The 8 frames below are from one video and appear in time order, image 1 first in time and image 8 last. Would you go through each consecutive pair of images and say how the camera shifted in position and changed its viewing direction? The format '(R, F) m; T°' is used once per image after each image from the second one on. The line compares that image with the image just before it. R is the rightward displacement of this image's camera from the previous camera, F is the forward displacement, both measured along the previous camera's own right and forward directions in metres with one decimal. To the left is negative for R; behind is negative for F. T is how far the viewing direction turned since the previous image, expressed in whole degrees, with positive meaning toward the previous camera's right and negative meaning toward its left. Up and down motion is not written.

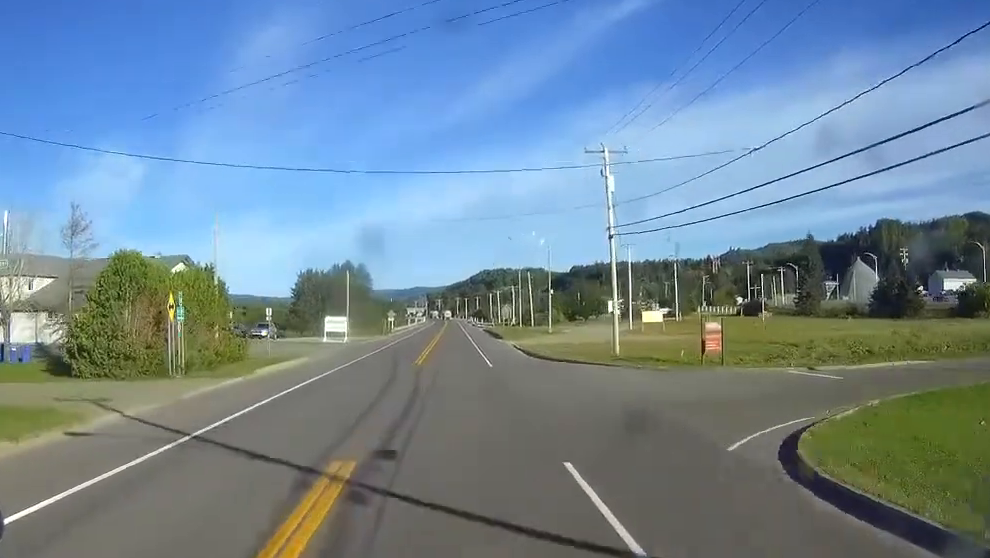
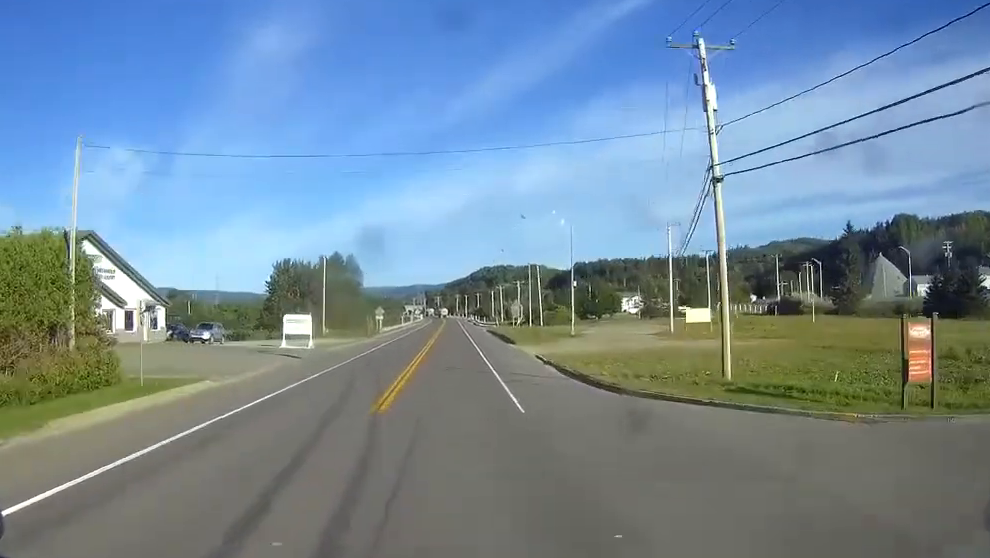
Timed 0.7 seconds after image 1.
(+0.1, +19.5) m; 0°
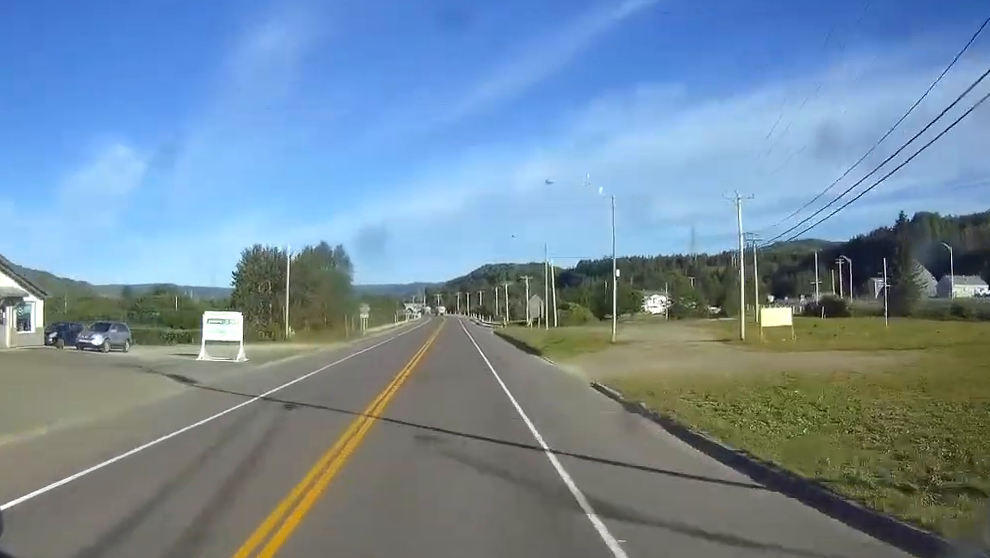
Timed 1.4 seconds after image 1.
(0.0, +20.5) m; 0°
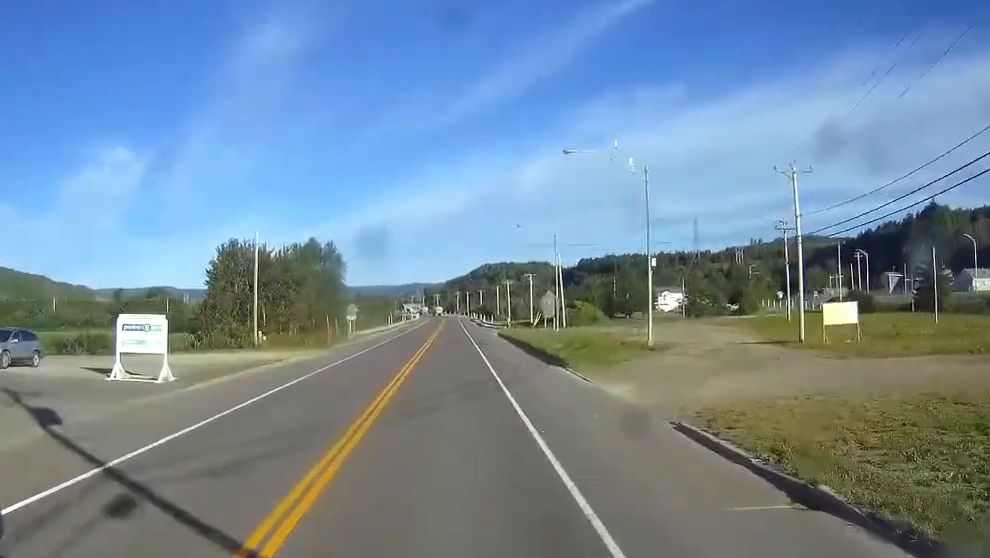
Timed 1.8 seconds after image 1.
(0.0, +11.2) m; 0°
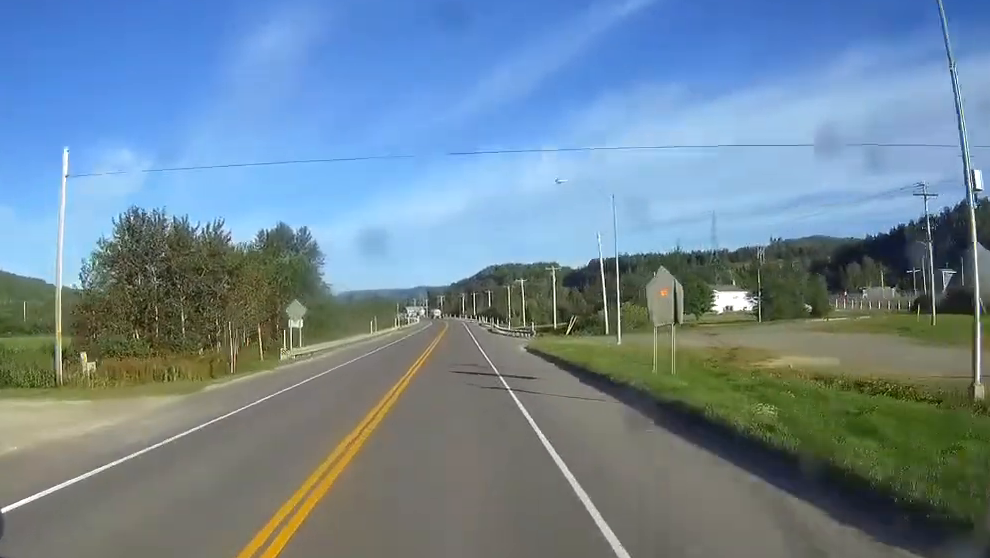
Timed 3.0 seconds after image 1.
(-0.1, +31.6) m; 0°
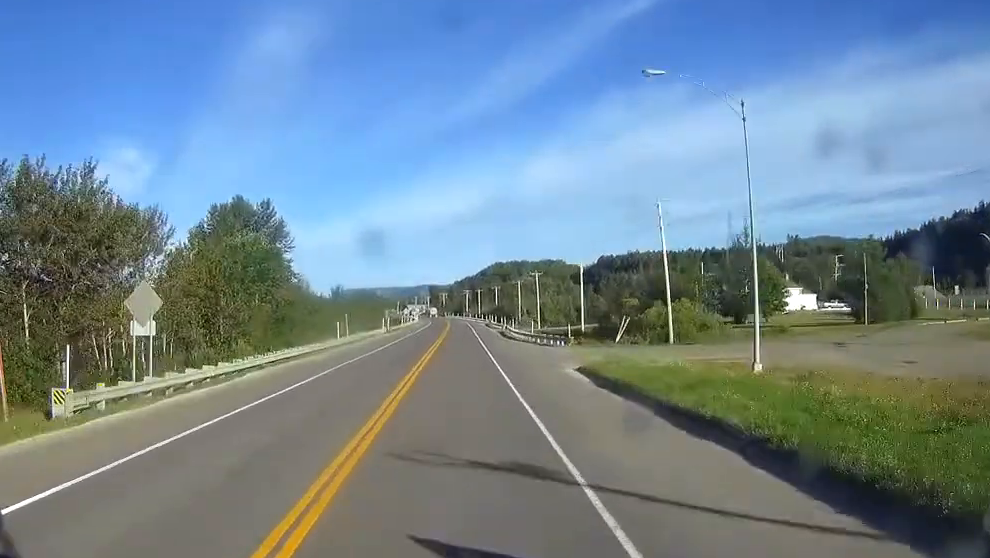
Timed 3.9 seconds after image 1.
(0.0, +26.9) m; 0°
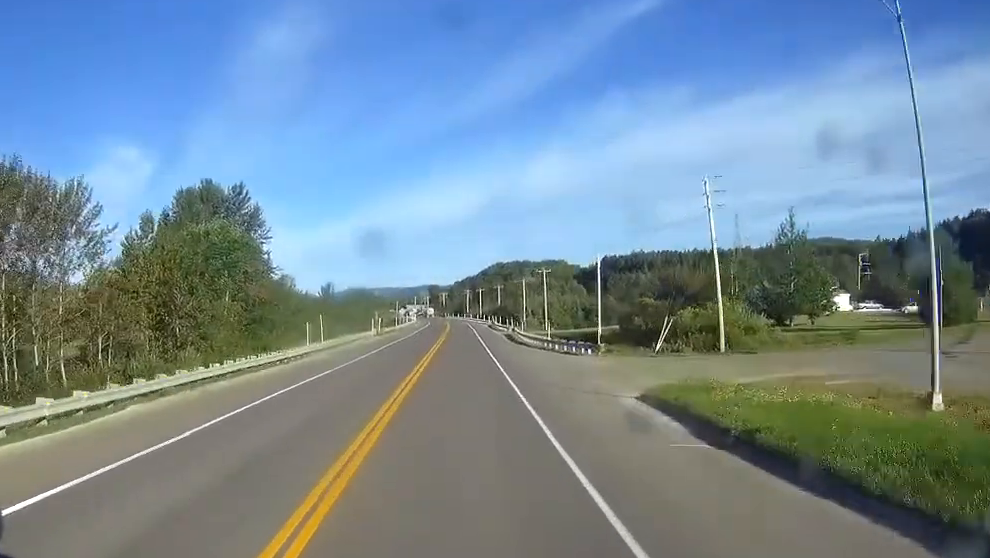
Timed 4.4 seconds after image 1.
(0.0, +13.0) m; 0°
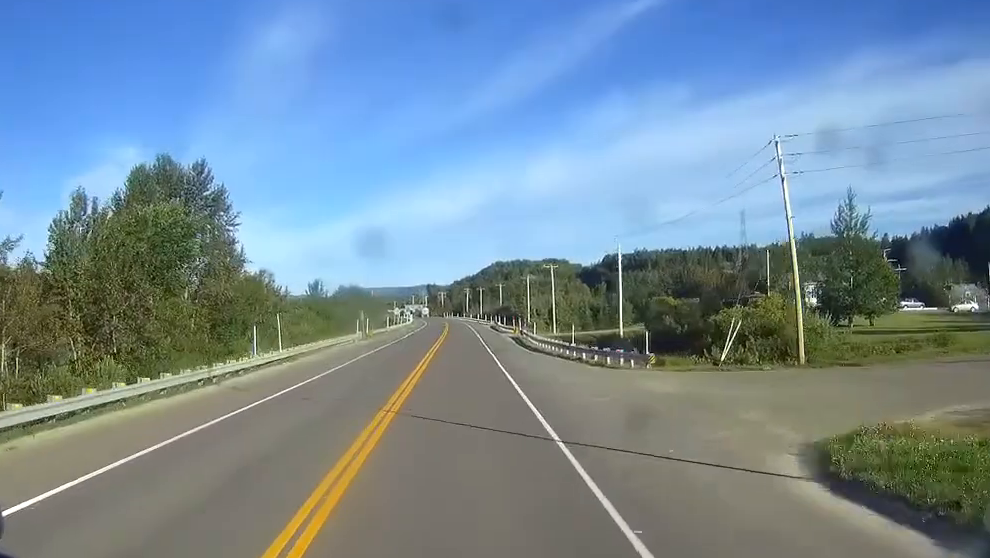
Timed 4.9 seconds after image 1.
(0.0, +13.0) m; 0°
